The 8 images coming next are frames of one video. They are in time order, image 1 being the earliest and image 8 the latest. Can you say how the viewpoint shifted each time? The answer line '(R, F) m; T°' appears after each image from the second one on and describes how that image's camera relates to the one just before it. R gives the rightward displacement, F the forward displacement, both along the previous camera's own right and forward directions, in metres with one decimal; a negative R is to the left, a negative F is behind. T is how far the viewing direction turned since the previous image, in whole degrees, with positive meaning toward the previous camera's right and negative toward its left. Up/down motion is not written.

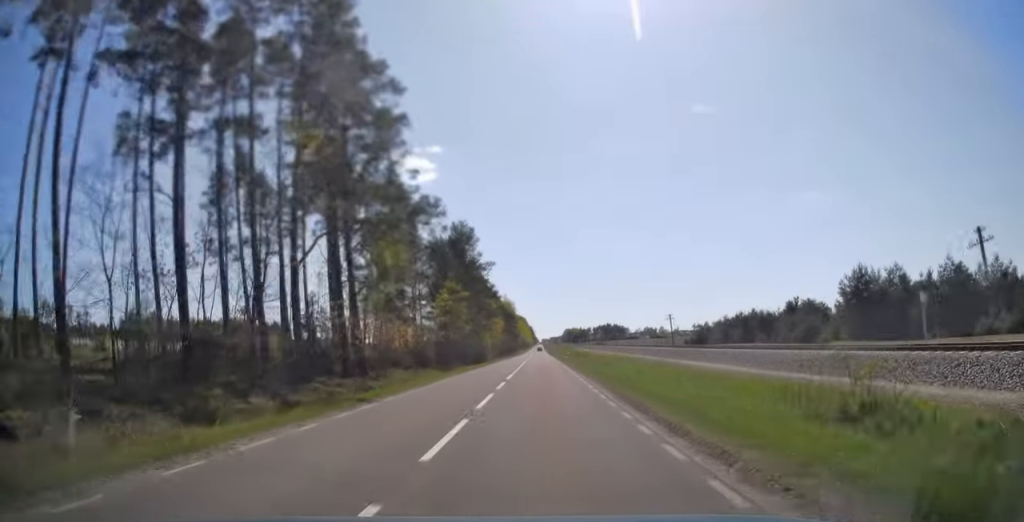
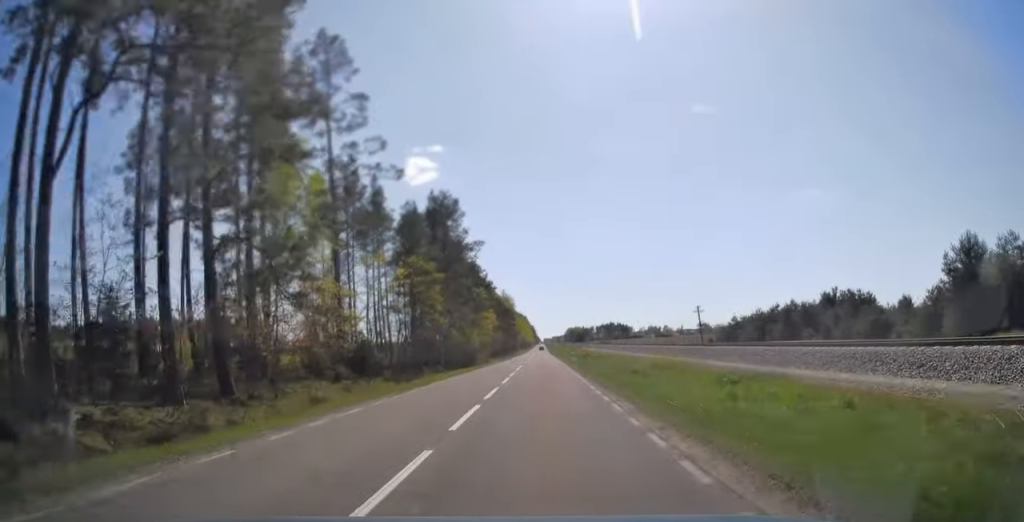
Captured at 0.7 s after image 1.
(+0.1, +15.6) m; 0°
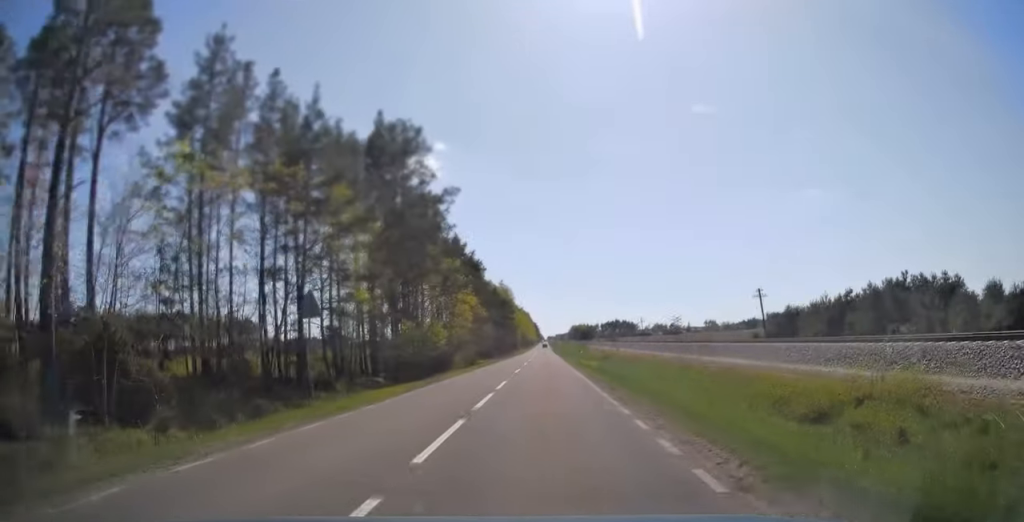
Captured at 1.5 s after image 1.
(+0.1, +20.8) m; 0°
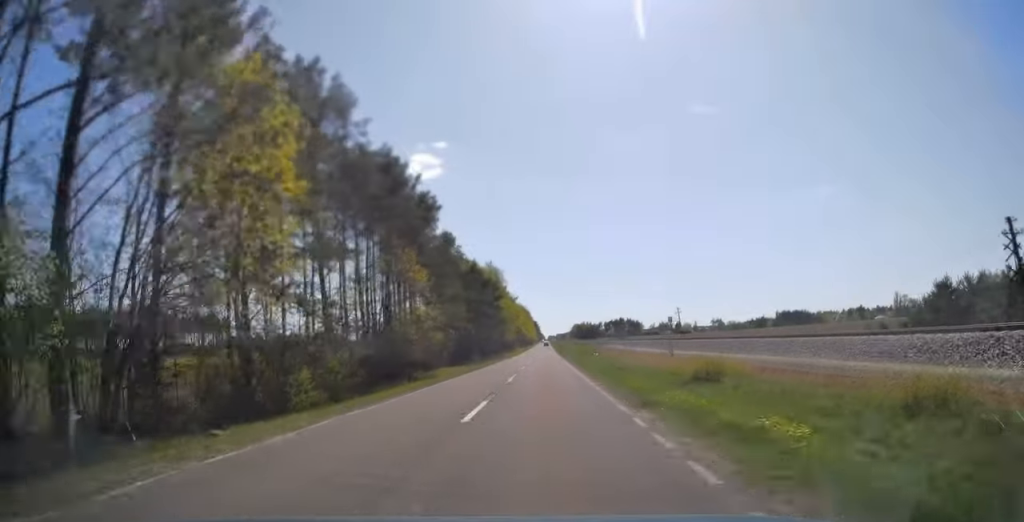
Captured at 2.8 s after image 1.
(-0.1, +32.3) m; 0°
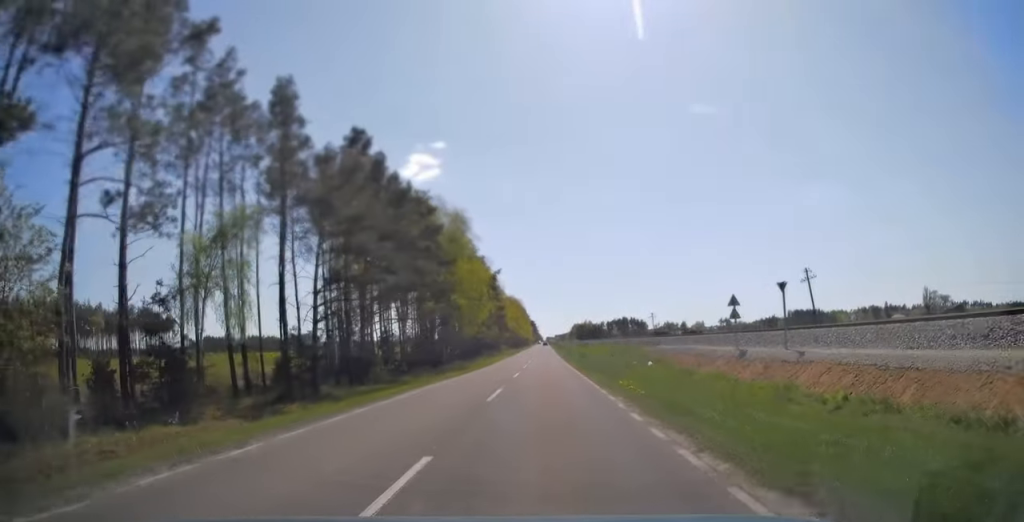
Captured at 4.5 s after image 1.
(-0.3, +44.1) m; 0°
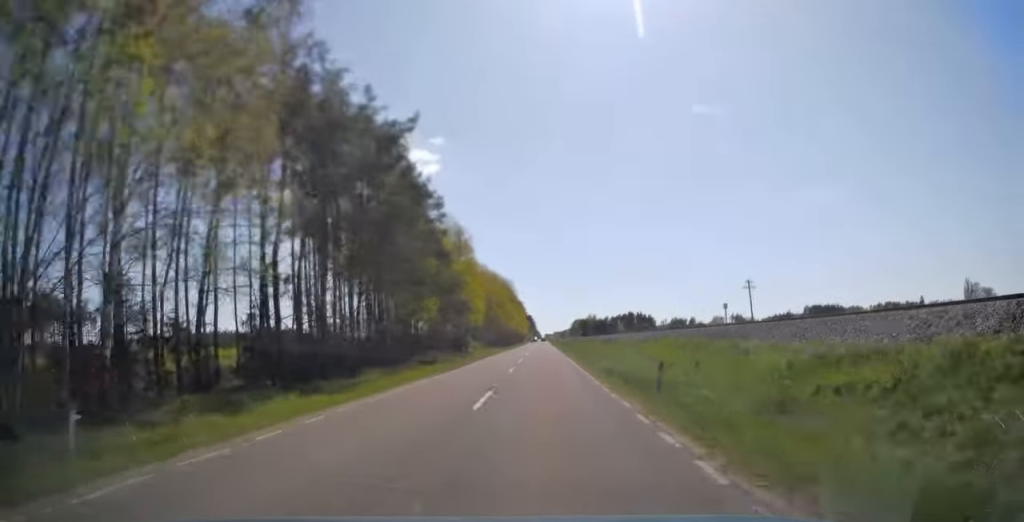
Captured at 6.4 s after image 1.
(+0.2, +51.7) m; 0°
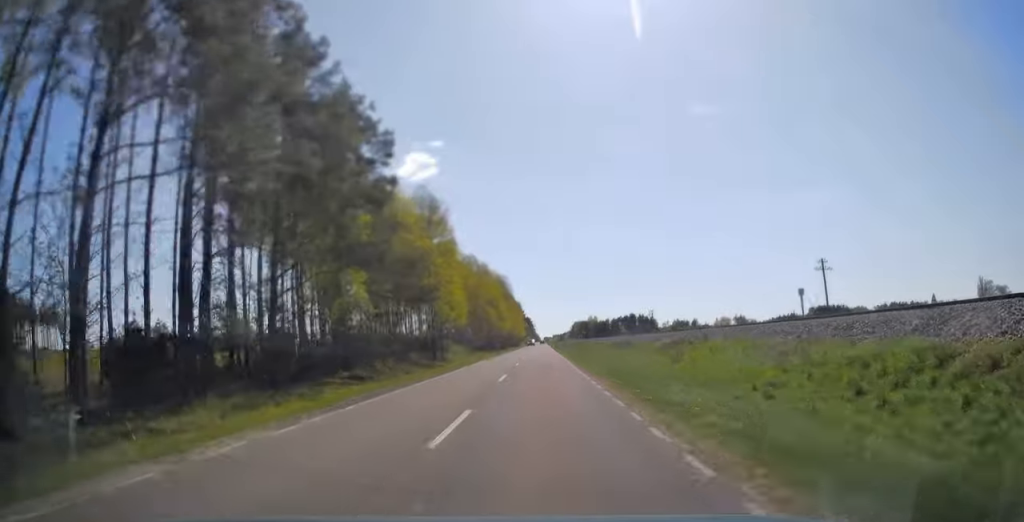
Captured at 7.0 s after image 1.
(-0.1, +15.9) m; 0°
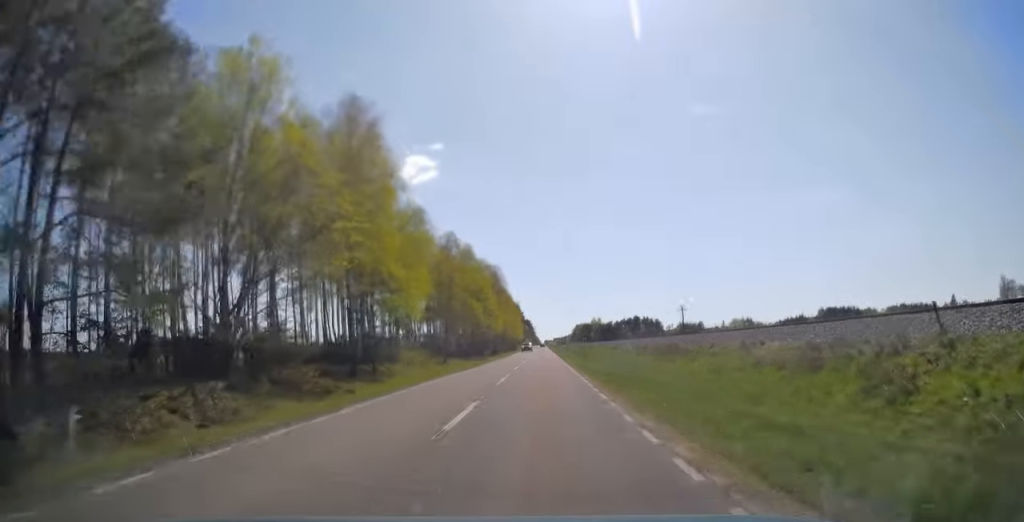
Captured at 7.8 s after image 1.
(0.0, +22.5) m; 0°
